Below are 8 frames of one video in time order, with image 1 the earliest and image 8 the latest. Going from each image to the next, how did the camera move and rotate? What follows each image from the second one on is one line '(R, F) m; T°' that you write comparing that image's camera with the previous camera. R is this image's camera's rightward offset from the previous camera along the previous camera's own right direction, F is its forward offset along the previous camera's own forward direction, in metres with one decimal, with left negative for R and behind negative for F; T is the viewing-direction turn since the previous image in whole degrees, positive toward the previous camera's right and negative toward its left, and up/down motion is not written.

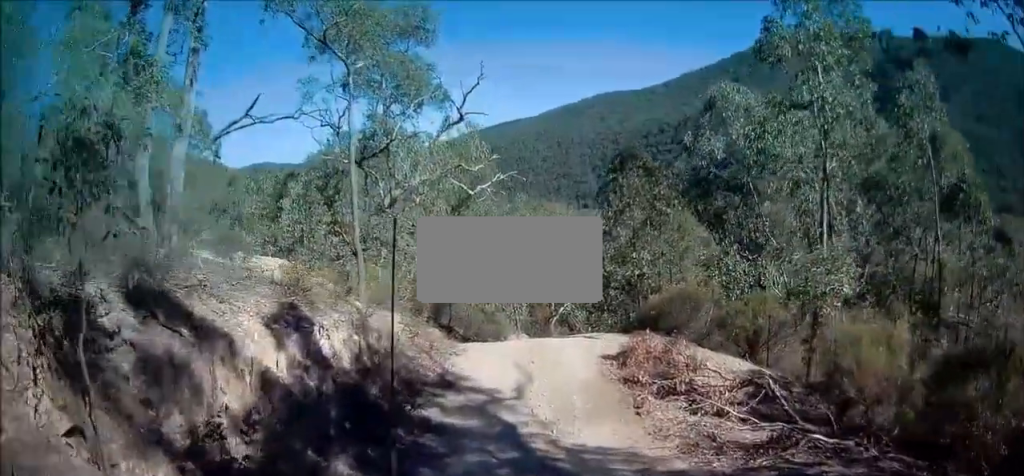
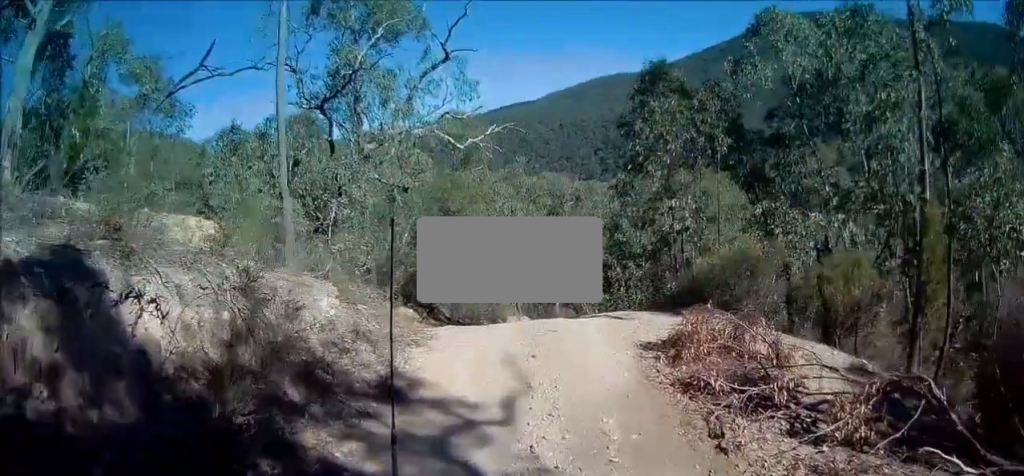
(-0.2, +4.5) m; -5°
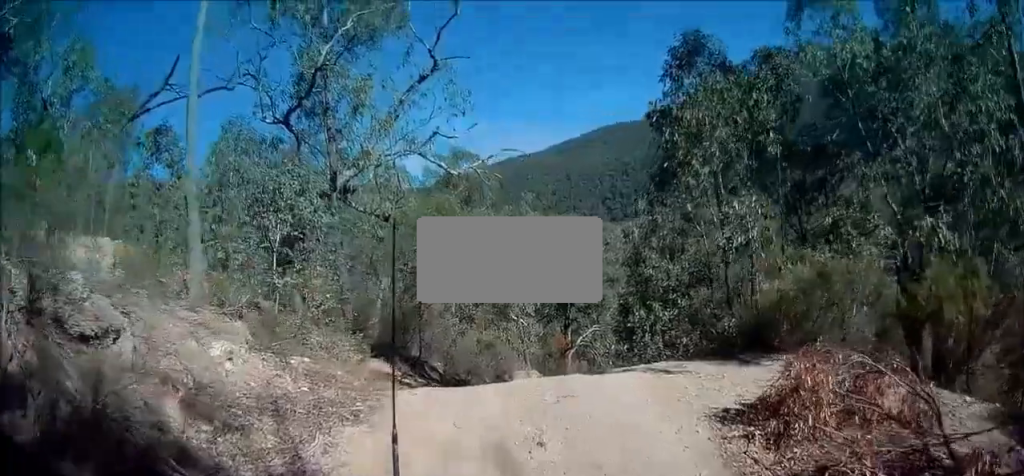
(-0.1, +3.3) m; 0°
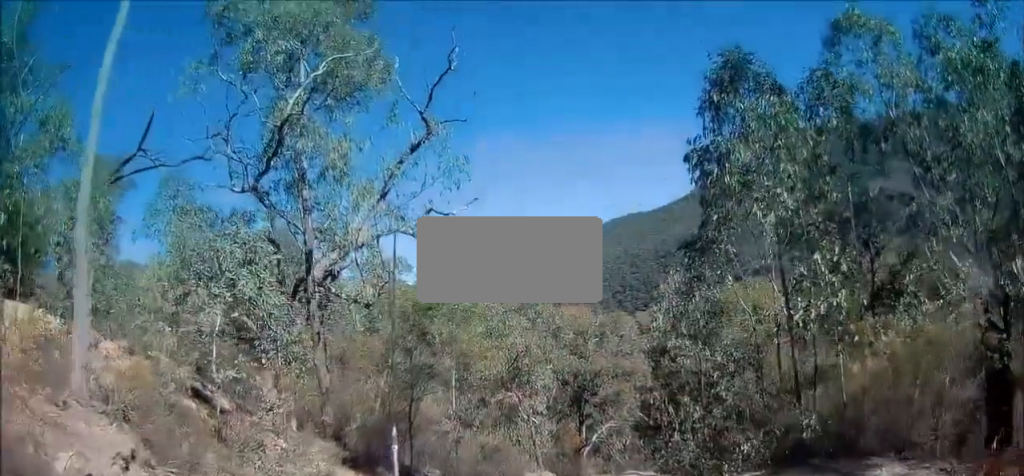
(+0.2, +2.7) m; +2°
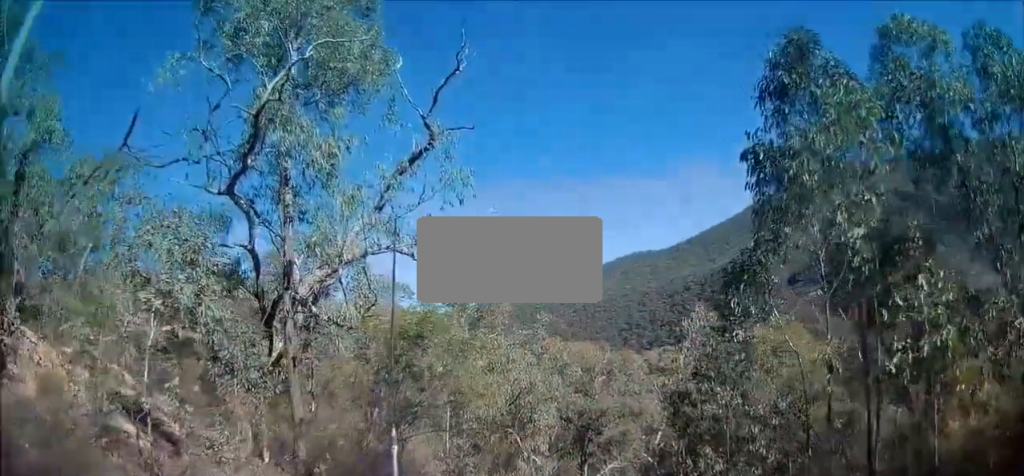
(-0.1, +2.0) m; -3°
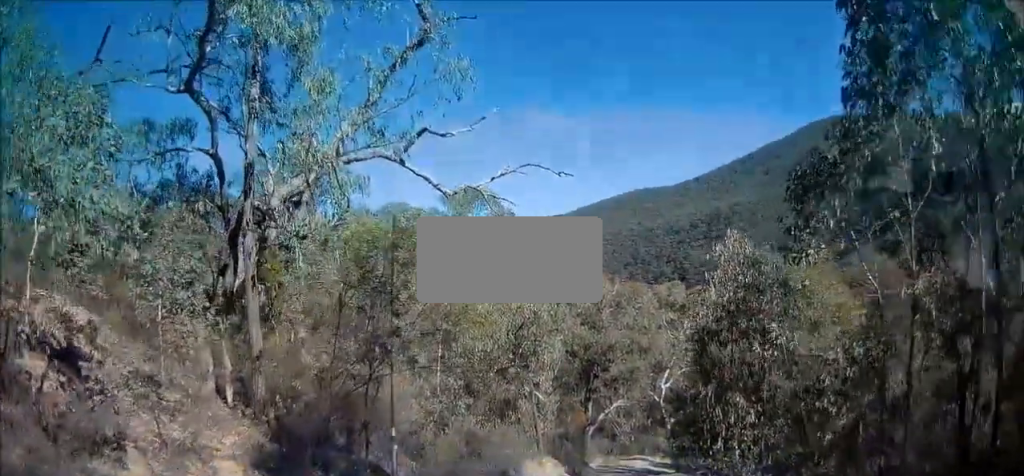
(-0.1, +2.3) m; -1°
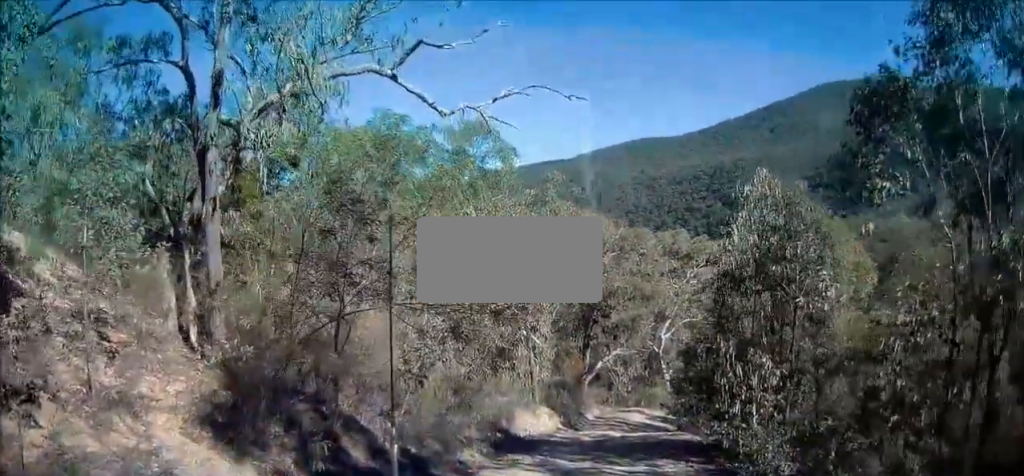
(0.0, +1.7) m; +1°
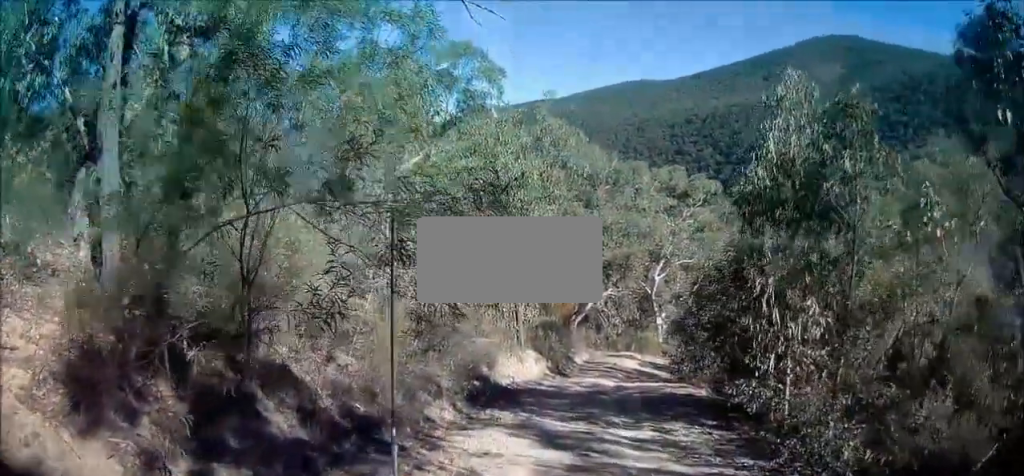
(+0.1, +2.4) m; +7°
